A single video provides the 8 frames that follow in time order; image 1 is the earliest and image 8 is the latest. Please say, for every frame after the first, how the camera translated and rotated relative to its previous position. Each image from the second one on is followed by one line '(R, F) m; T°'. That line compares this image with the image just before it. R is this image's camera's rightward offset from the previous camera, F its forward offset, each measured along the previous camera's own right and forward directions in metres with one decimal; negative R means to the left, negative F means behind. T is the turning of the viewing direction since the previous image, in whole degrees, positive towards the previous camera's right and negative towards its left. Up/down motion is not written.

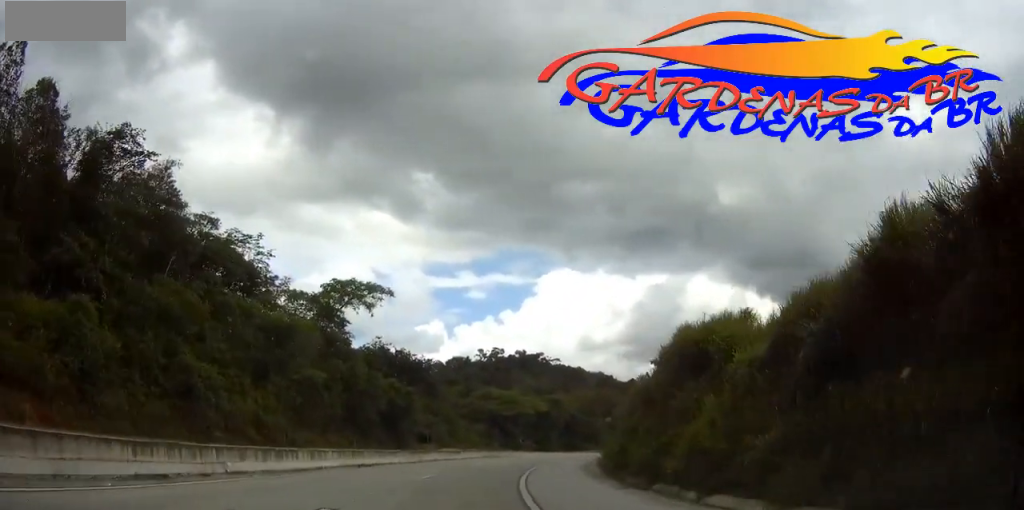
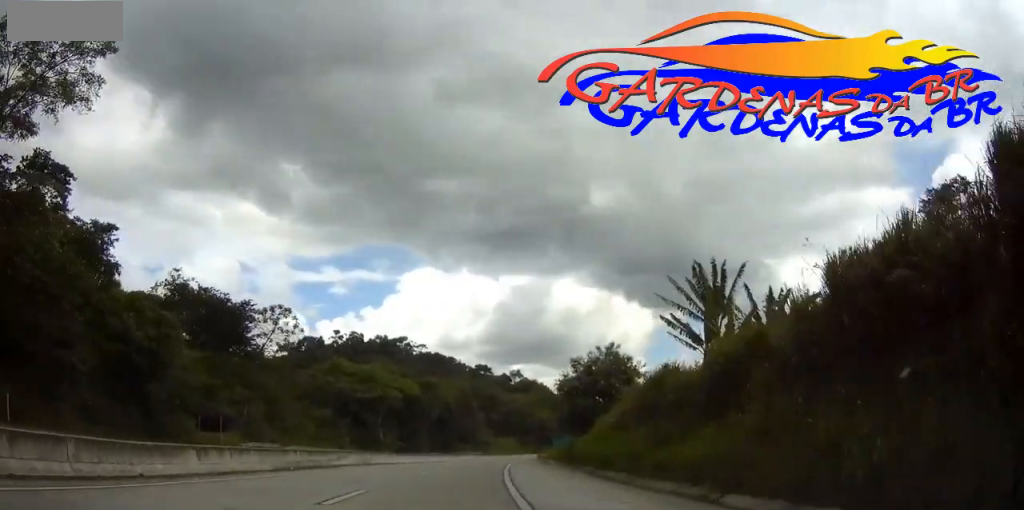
(+4.5, +42.6) m; +12°
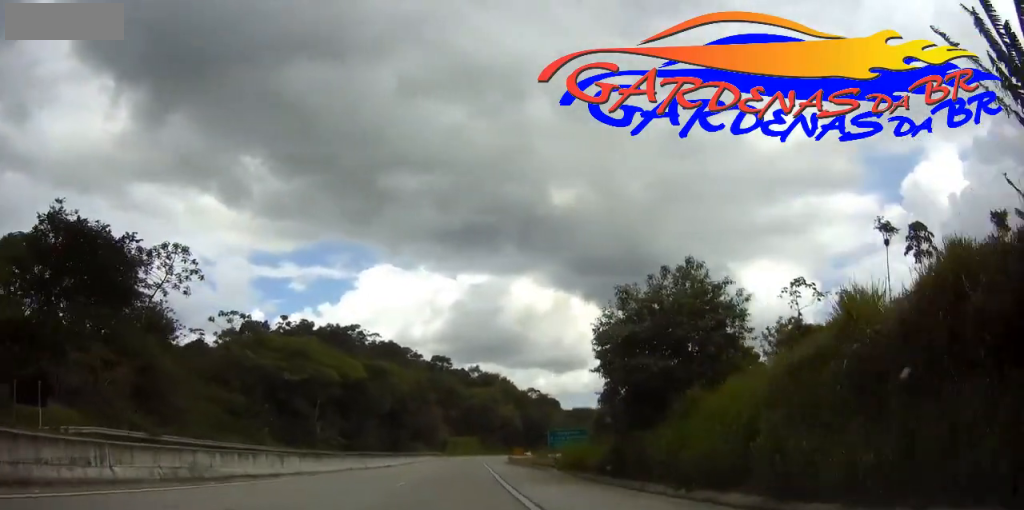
(+1.1, +22.3) m; +4°
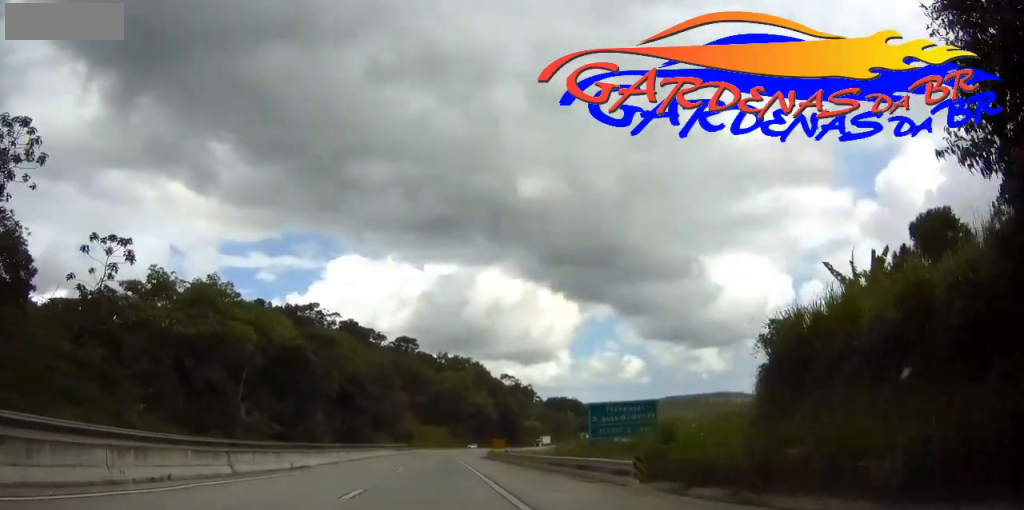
(+0.7, +23.1) m; +3°
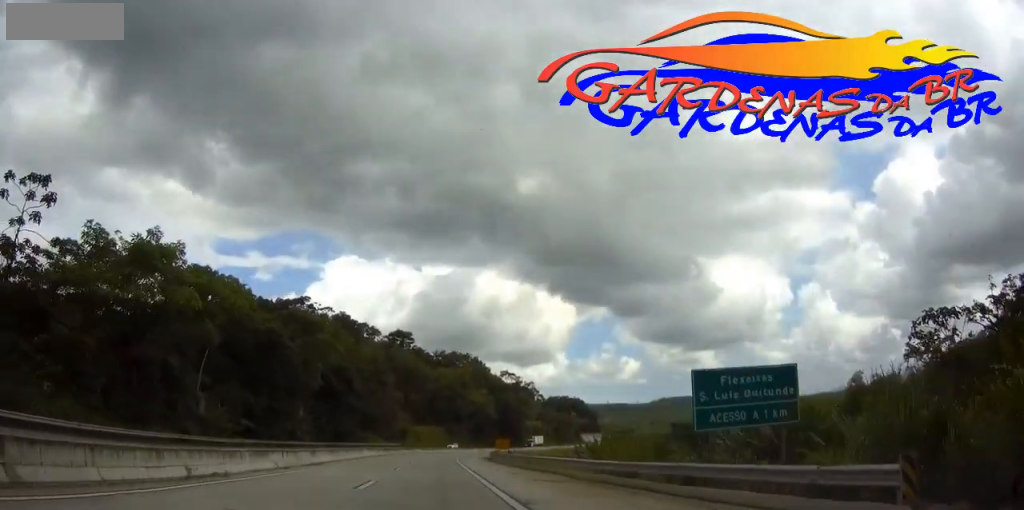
(+0.3, +12.3) m; +1°
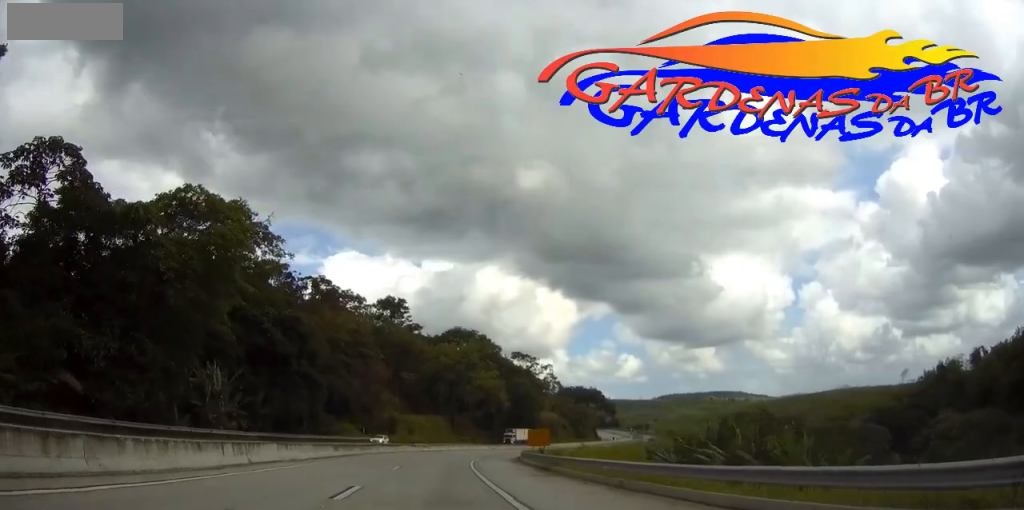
(+0.3, +36.3) m; +1°
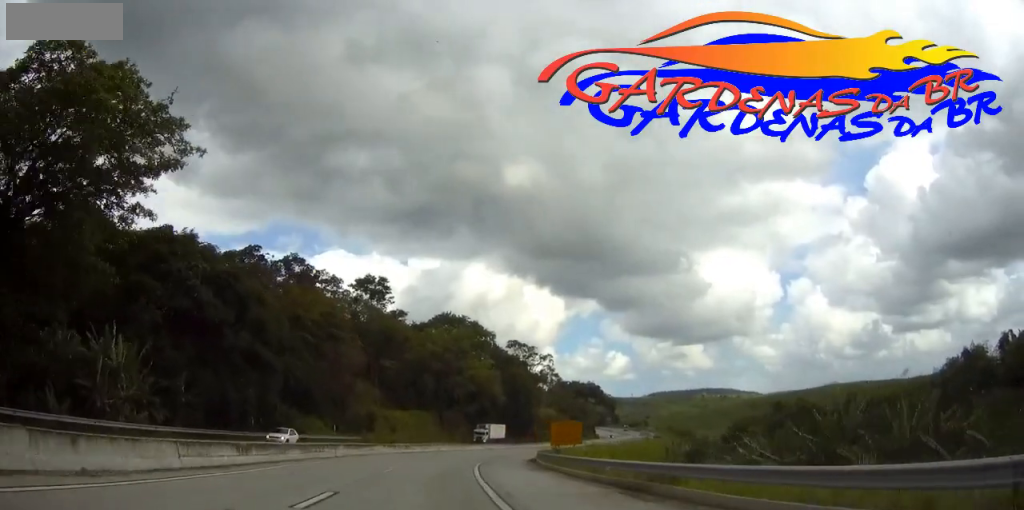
(+0.2, +18.3) m; +1°
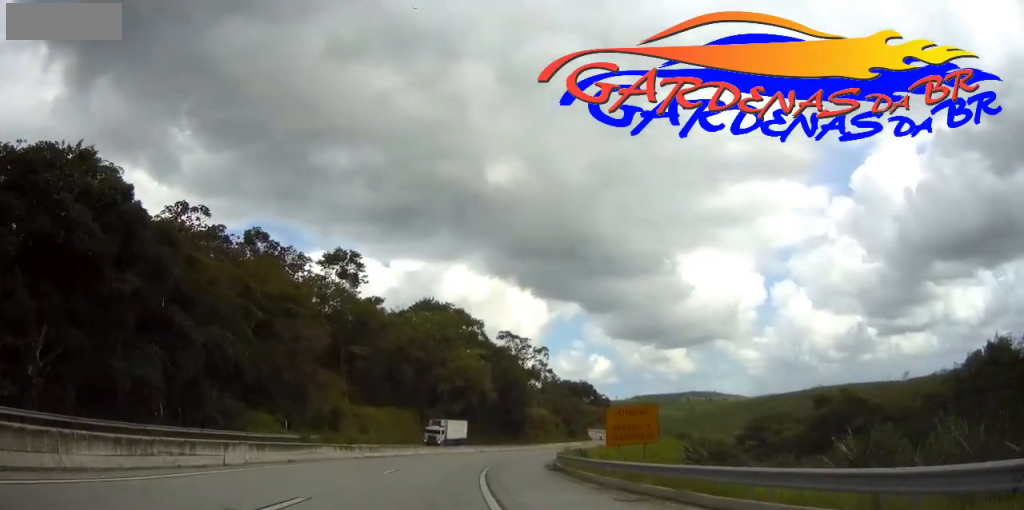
(+0.1, +18.3) m; +1°
